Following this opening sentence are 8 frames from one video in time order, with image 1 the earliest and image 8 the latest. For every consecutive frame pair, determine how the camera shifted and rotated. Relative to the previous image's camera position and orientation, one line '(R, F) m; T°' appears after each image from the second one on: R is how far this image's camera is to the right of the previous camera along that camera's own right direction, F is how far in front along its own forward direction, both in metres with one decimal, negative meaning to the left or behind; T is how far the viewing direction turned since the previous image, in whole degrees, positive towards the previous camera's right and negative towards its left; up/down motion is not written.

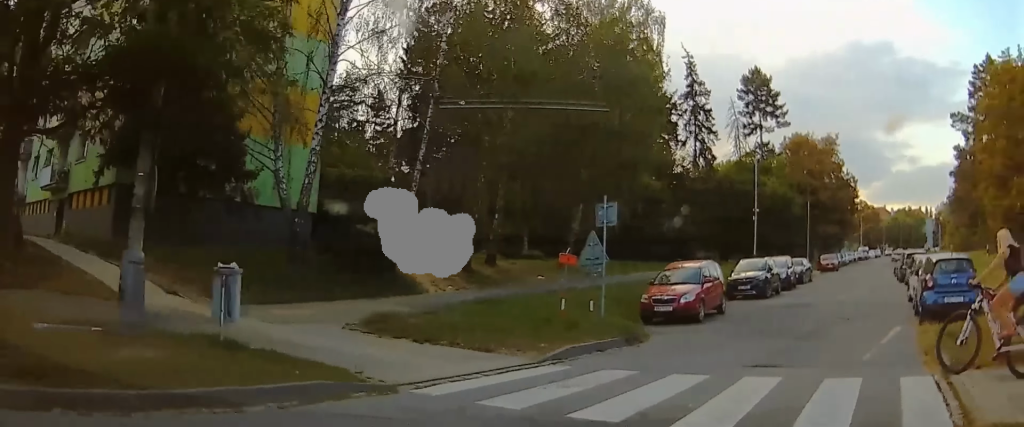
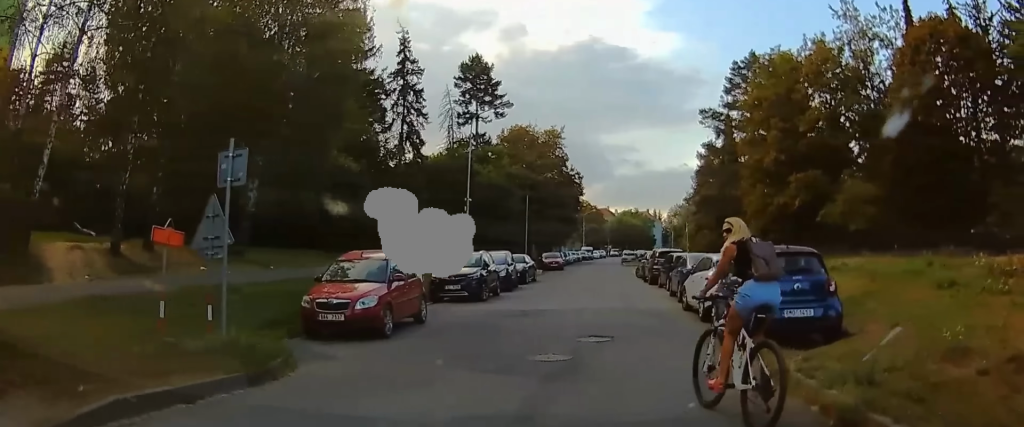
(+1.0, +4.9) m; +24°
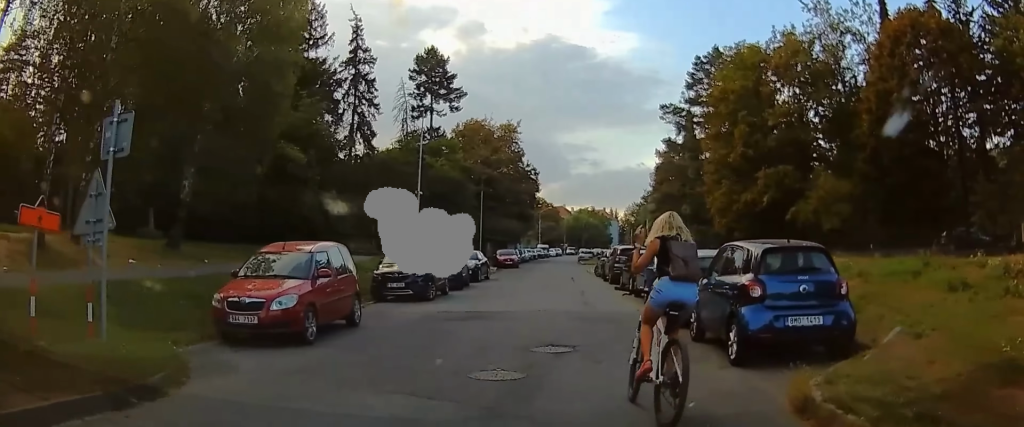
(+0.2, +2.6) m; +16°
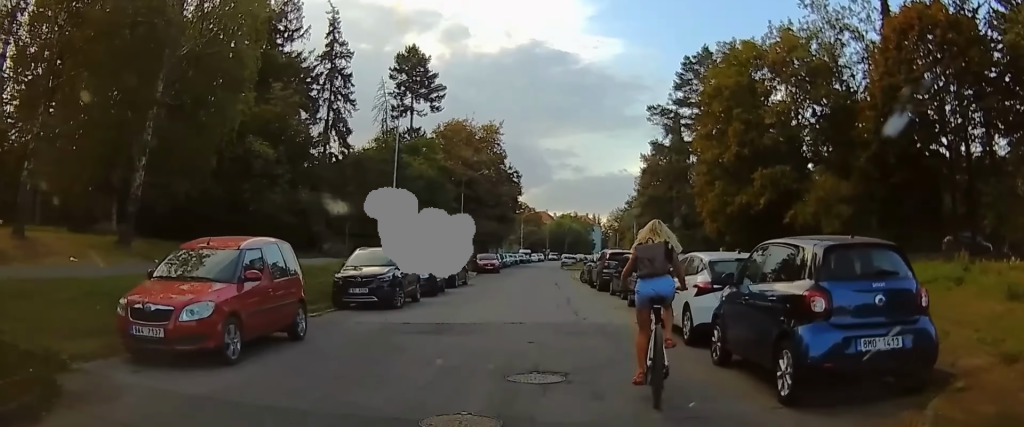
(+0.7, +3.4) m; +15°
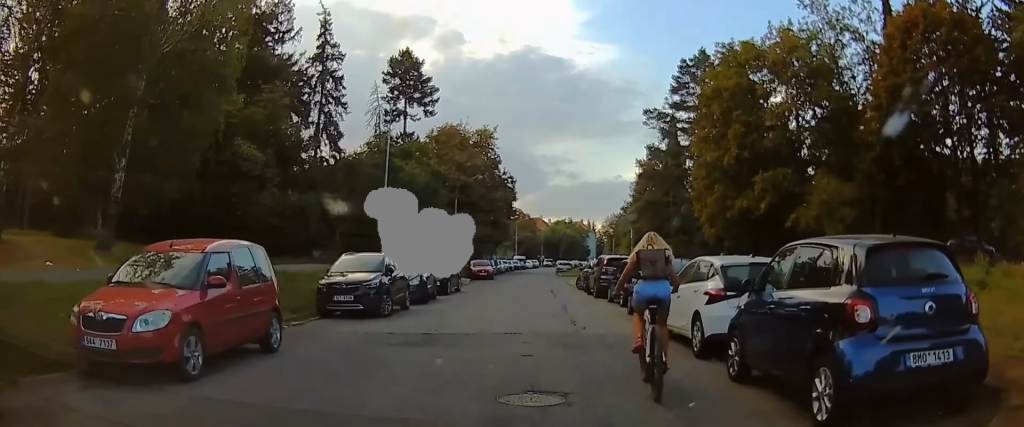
(+0.1, +1.5) m; +4°
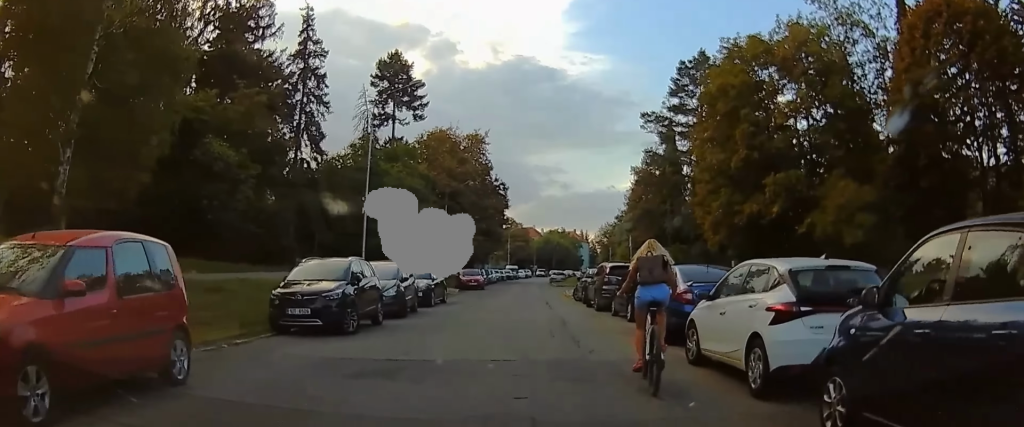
(+0.3, +3.6) m; +7°
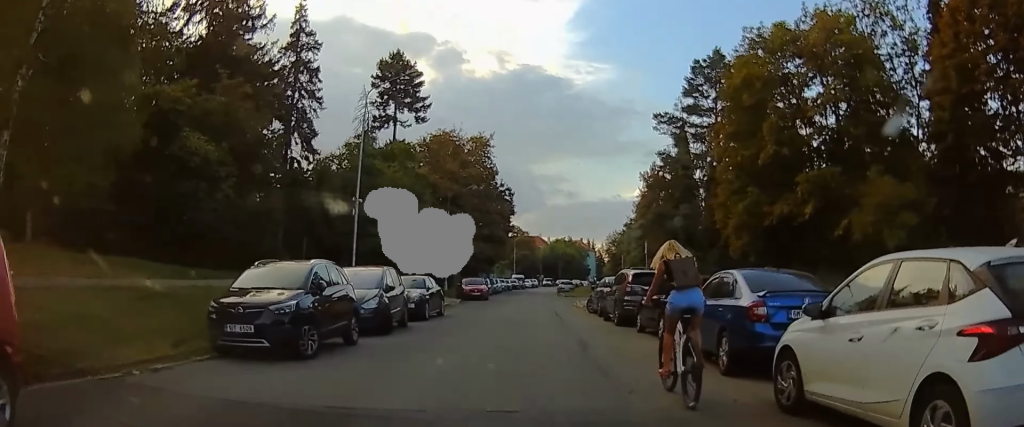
(+0.1, +3.4) m; +3°
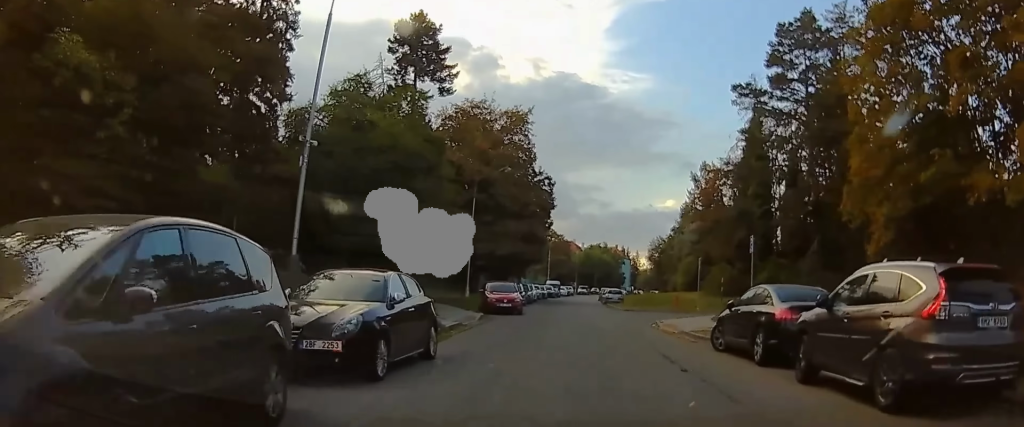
(0.0, +11.3) m; +1°
